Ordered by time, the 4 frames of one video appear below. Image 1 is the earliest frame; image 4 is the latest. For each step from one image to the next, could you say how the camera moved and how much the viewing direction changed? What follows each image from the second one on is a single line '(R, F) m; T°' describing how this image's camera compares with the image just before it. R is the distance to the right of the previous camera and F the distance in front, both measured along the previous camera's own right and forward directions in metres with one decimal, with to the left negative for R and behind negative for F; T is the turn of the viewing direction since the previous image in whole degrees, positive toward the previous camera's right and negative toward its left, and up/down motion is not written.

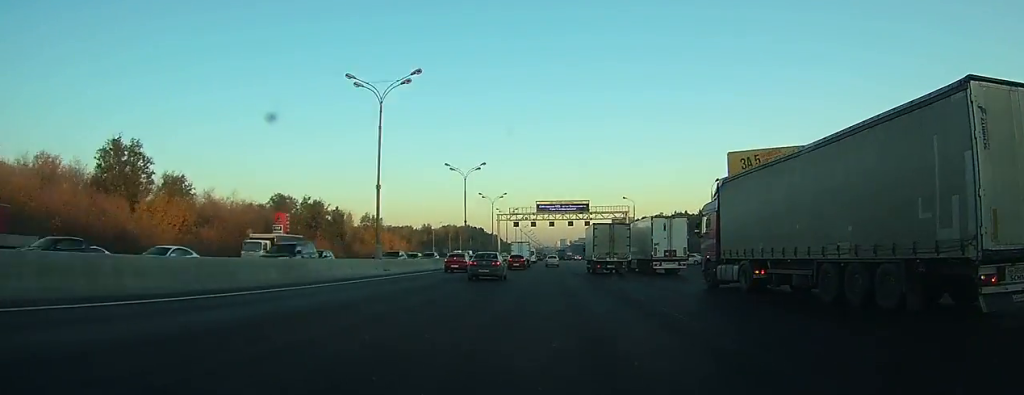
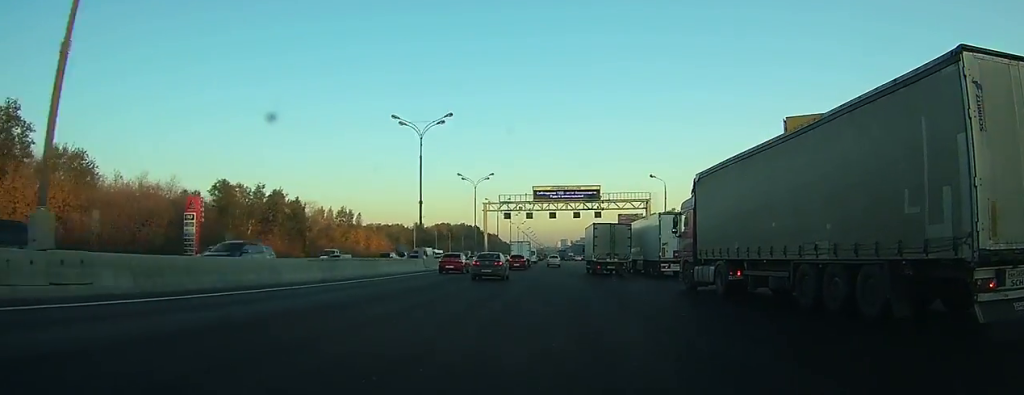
(+0.1, +28.2) m; 0°
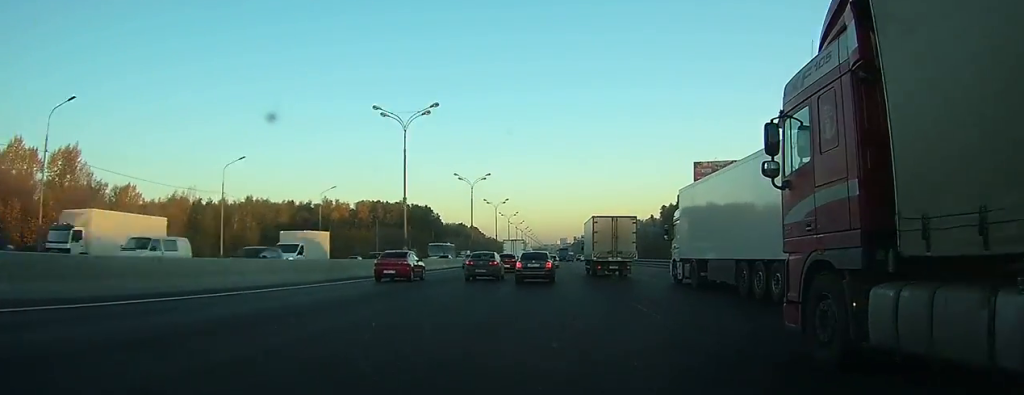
(+0.4, +160.8) m; 0°
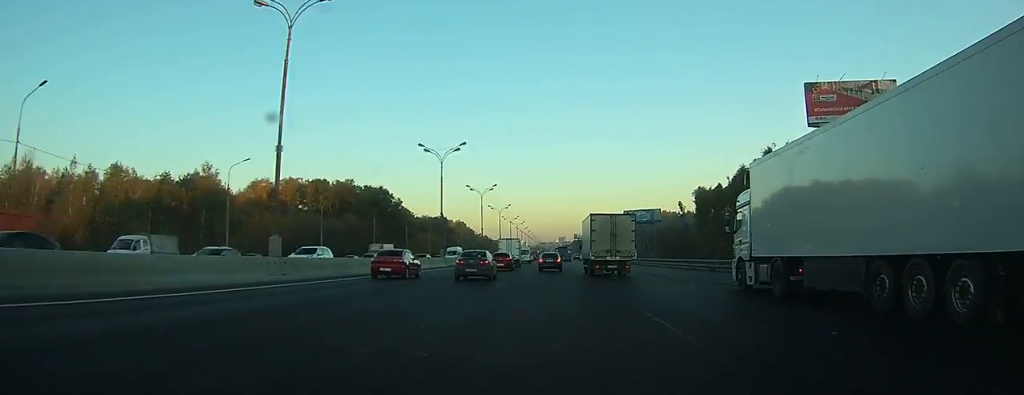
(0.0, +61.1) m; 0°
